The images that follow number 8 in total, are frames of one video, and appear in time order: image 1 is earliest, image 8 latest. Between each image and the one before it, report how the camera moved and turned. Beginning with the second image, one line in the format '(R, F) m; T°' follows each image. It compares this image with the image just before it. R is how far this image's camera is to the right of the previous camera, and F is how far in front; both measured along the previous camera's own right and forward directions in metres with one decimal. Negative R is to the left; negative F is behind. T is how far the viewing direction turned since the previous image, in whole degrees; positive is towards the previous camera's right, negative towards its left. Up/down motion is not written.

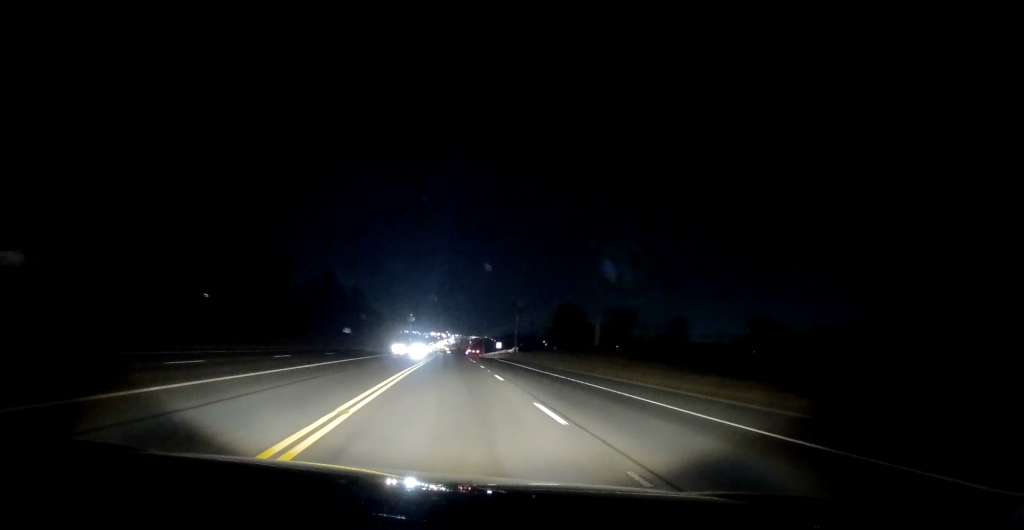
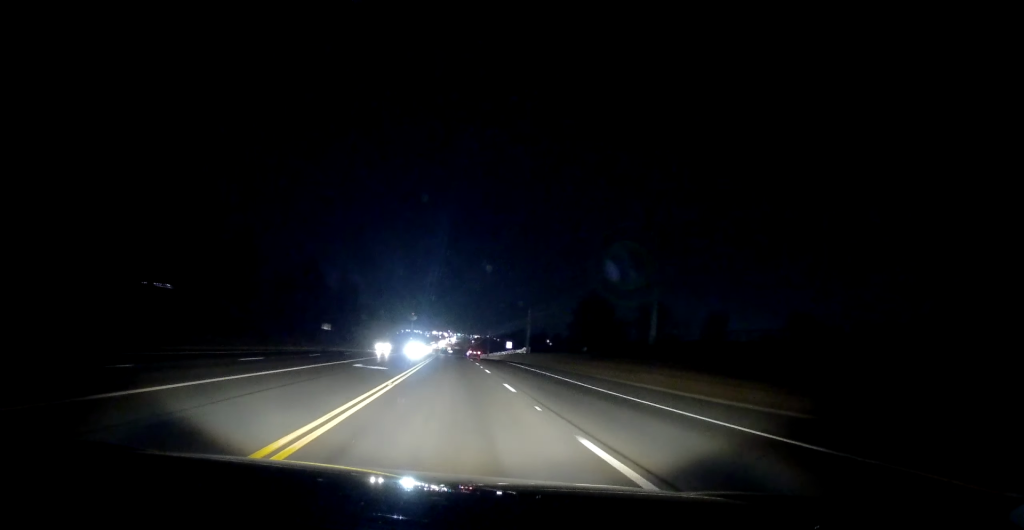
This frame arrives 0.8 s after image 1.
(-0.1, +17.9) m; 0°
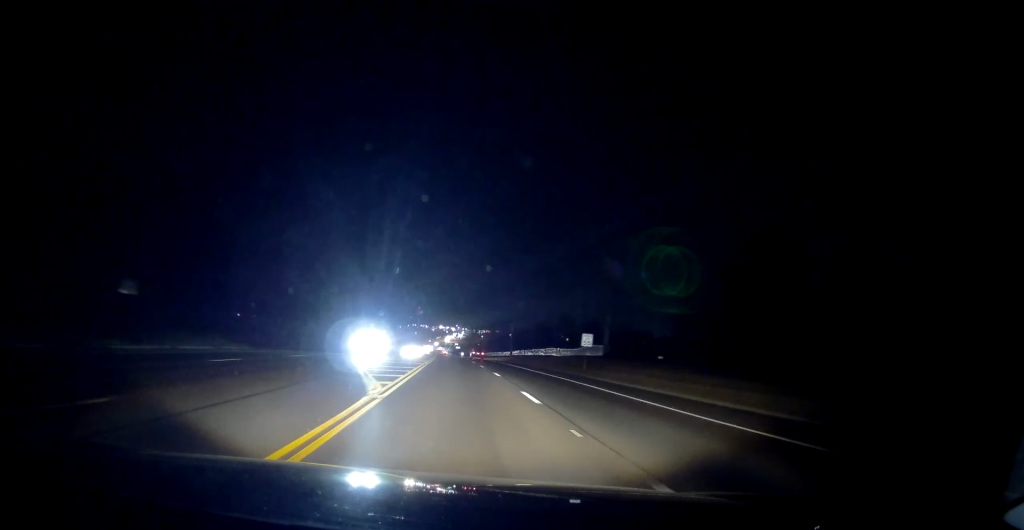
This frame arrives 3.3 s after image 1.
(+0.6, +52.4) m; -1°
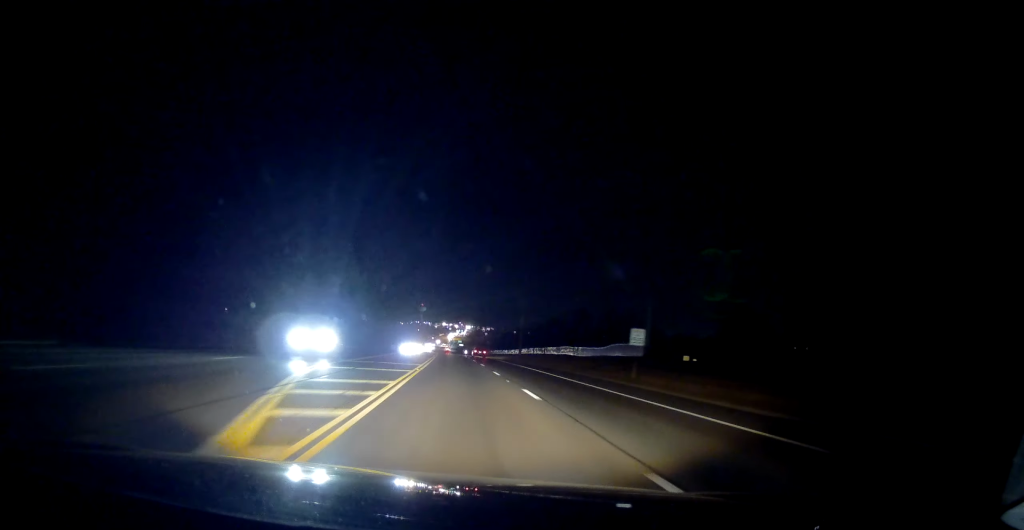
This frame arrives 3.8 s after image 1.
(-0.4, +11.5) m; -1°
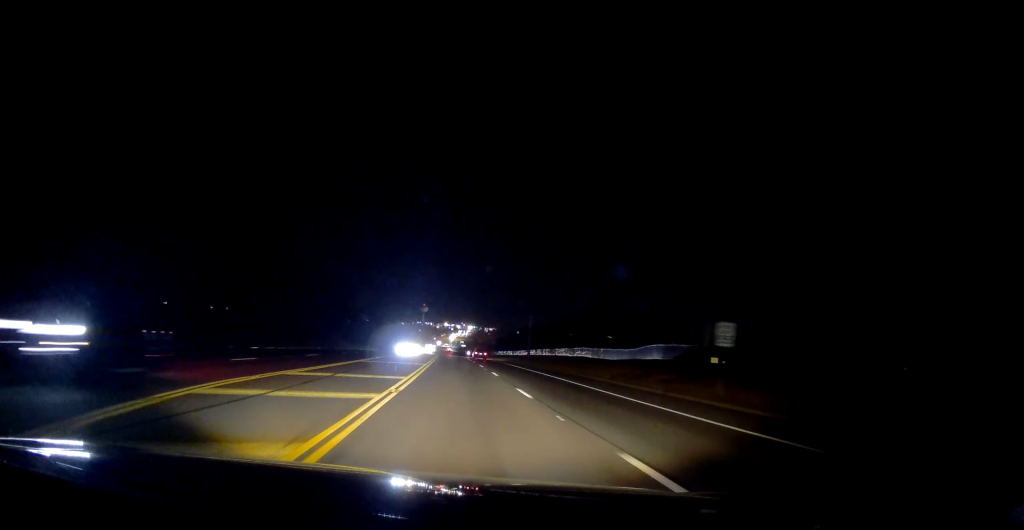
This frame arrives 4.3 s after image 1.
(-0.2, +10.8) m; -1°
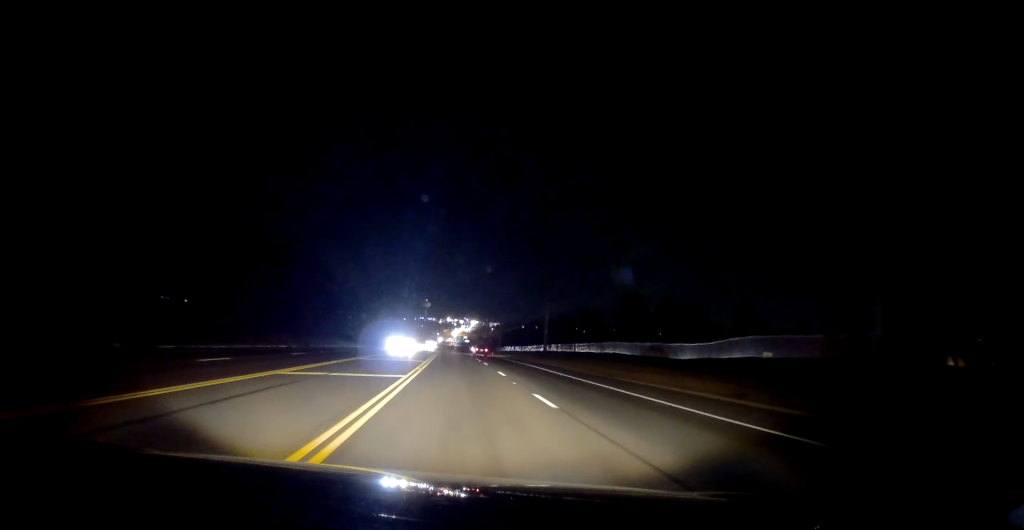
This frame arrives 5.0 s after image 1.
(0.0, +15.9) m; +1°
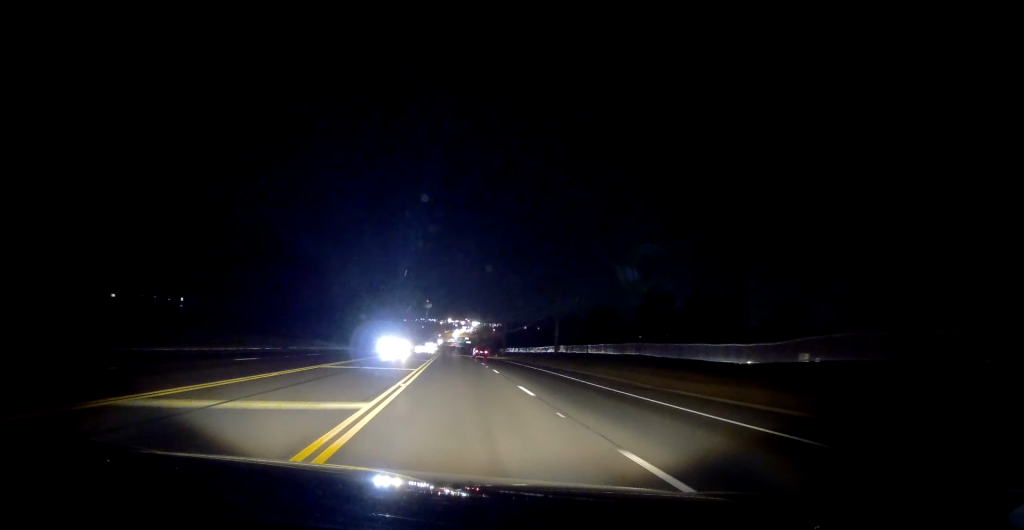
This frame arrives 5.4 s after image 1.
(0.0, +8.7) m; 0°
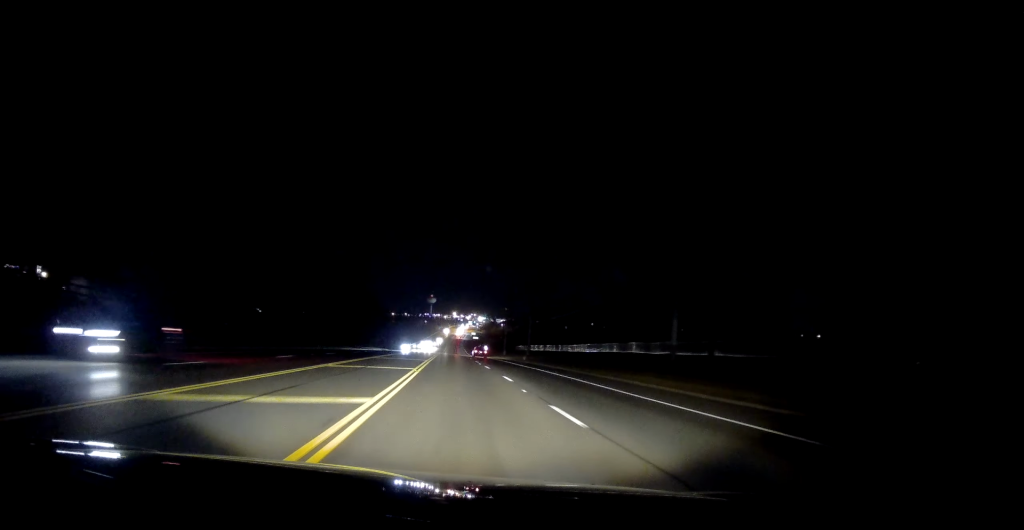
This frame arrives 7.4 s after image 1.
(-0.1, +42.8) m; -1°
